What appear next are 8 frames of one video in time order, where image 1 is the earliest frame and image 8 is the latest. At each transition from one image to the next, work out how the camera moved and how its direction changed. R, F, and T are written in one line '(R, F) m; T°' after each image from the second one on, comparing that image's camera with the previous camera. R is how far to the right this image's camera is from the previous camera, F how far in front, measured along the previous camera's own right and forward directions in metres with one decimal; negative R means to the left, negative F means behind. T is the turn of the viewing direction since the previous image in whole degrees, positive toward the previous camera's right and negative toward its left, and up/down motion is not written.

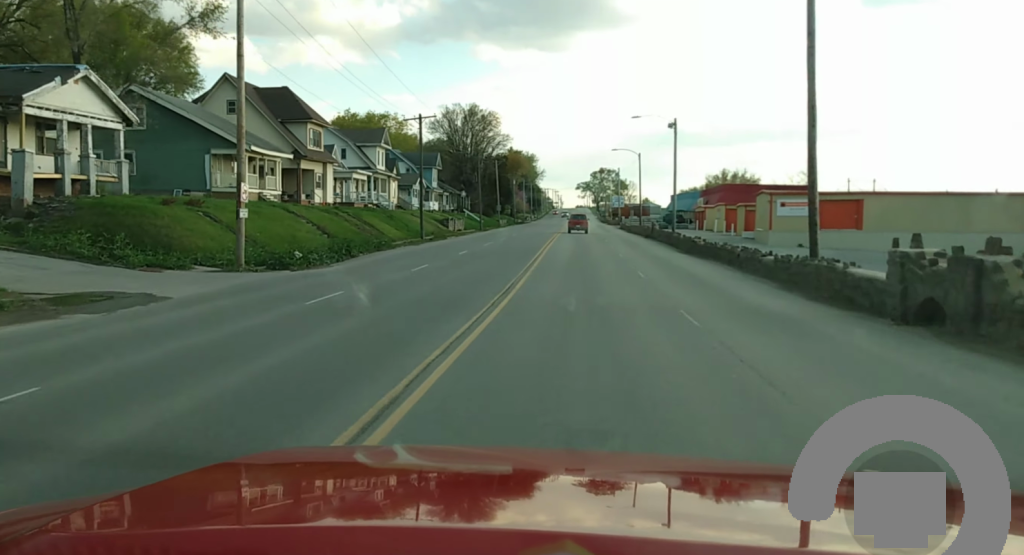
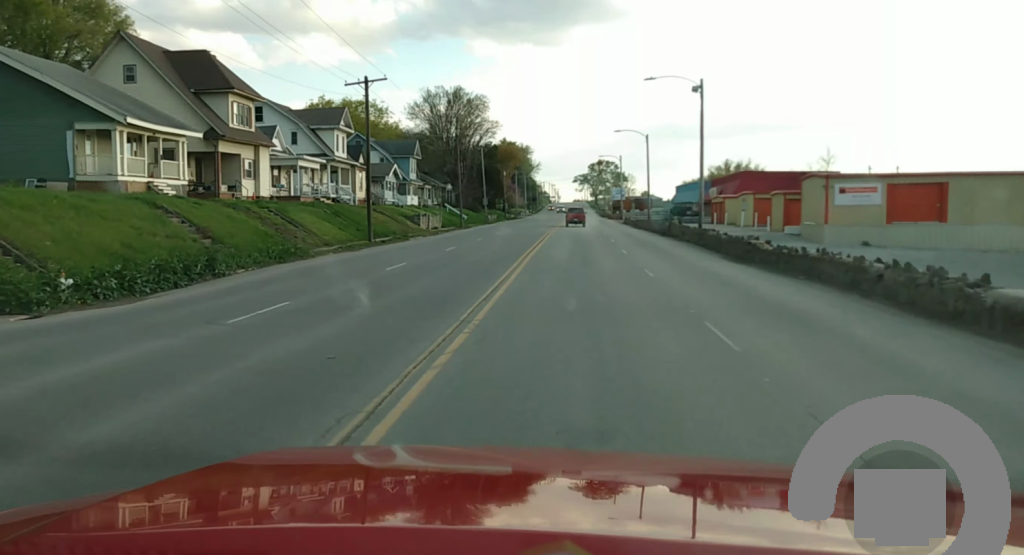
(+0.2, +16.2) m; +2°
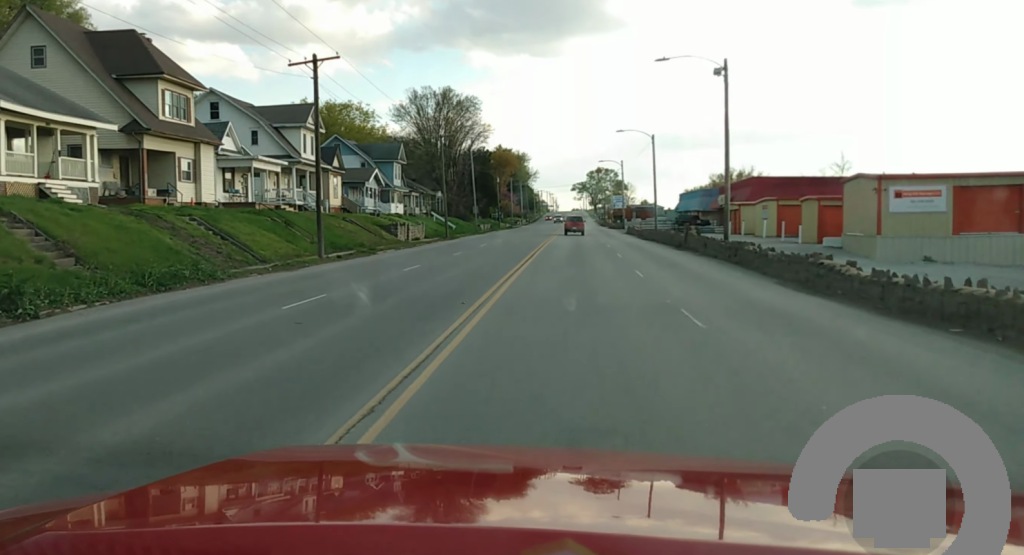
(+0.3, +9.3) m; +1°
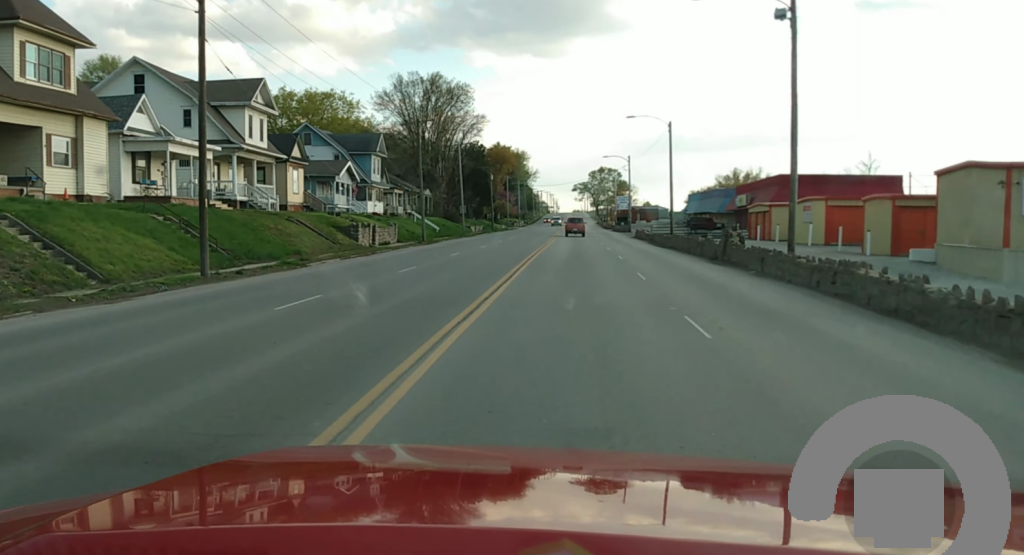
(-0.2, +12.9) m; -1°
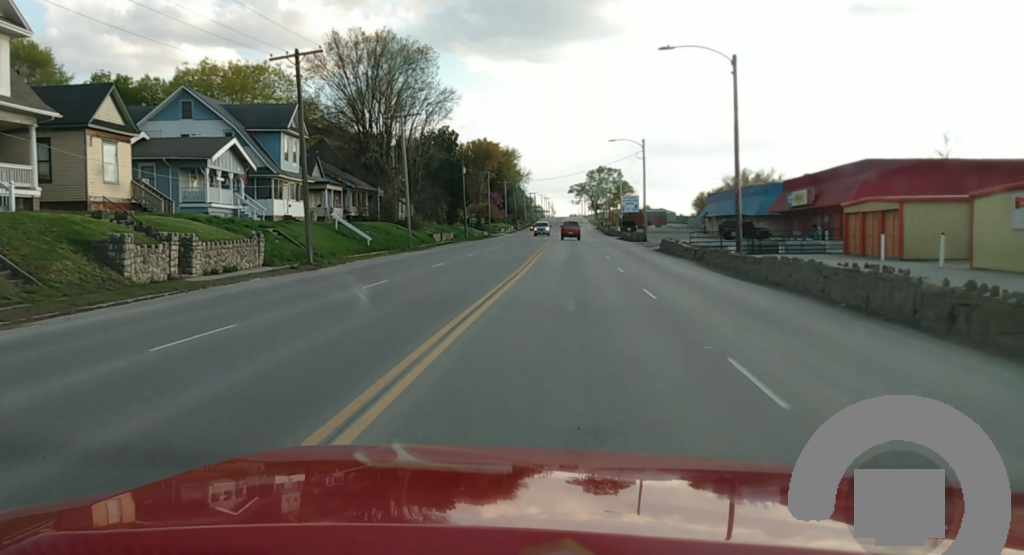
(-0.2, +29.3) m; 0°
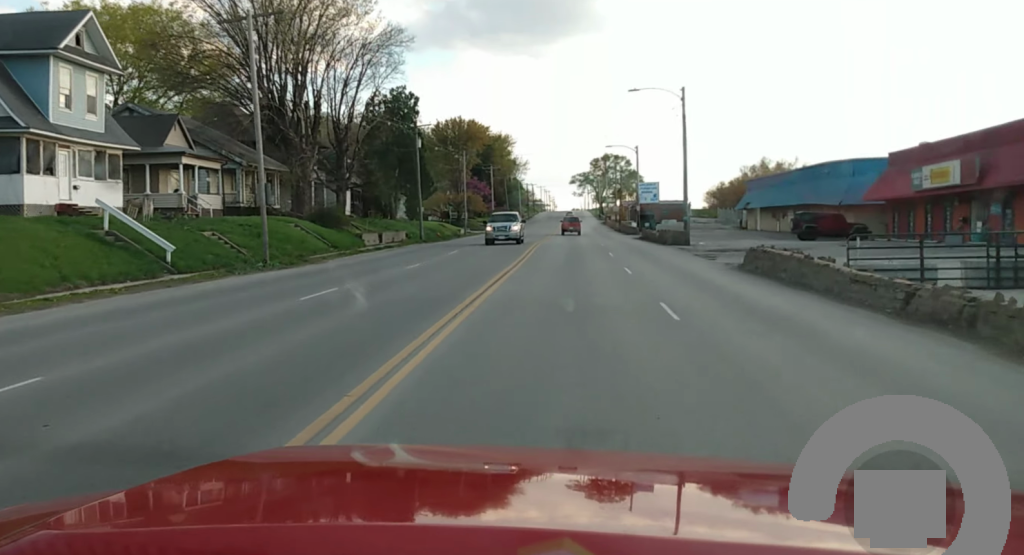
(+0.3, +29.8) m; +1°
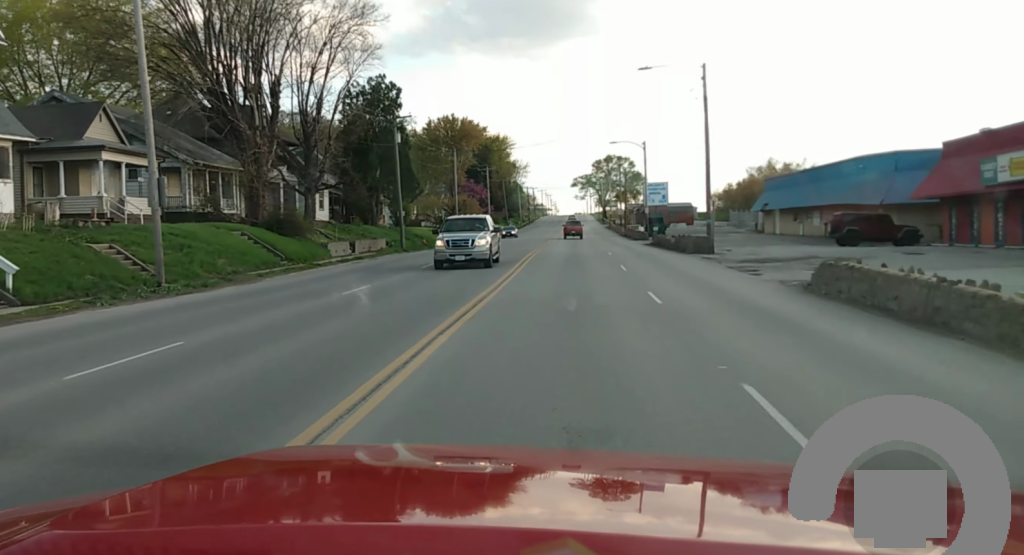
(0.0, +8.8) m; 0°
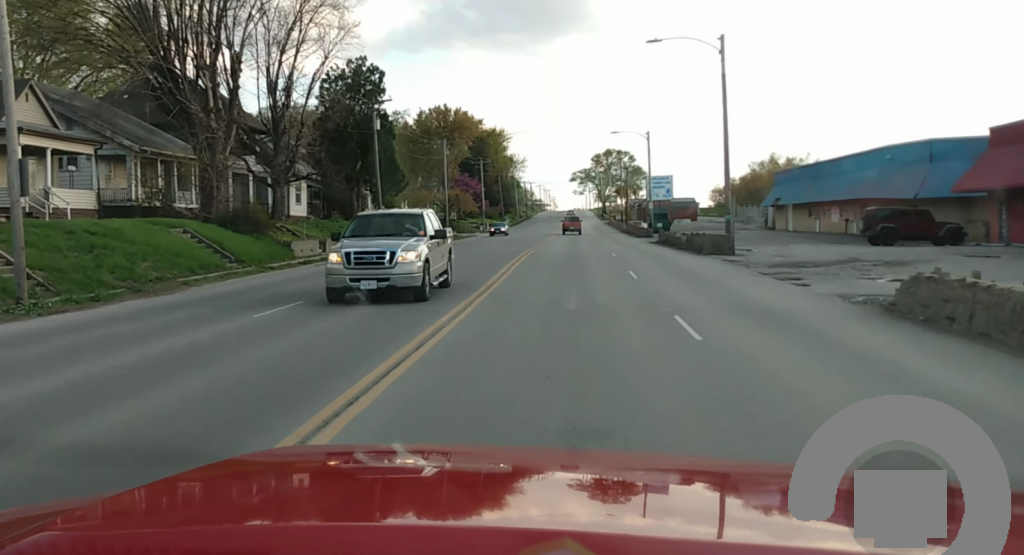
(0.0, +6.5) m; 0°
